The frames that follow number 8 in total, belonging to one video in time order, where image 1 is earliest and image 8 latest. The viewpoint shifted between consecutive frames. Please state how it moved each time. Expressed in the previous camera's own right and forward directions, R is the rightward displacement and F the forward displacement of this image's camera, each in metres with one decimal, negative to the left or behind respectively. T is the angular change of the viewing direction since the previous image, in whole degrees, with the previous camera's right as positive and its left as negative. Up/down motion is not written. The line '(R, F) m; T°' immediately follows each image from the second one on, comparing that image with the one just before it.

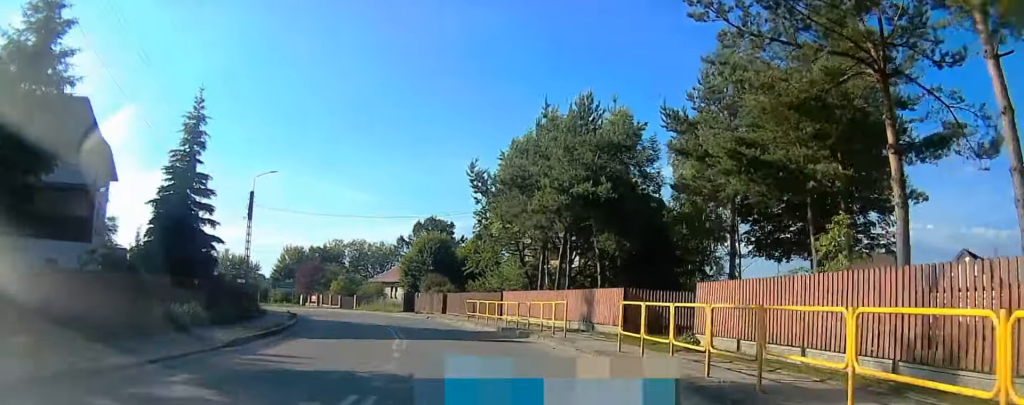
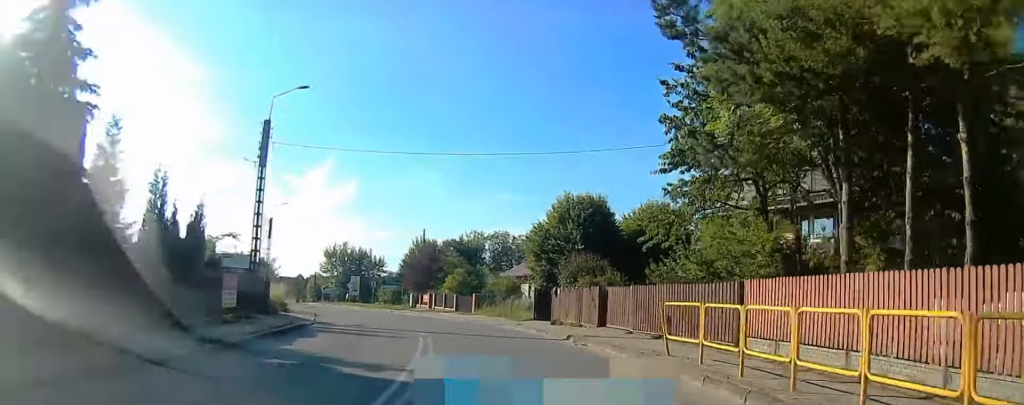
(-1.8, +19.7) m; -10°
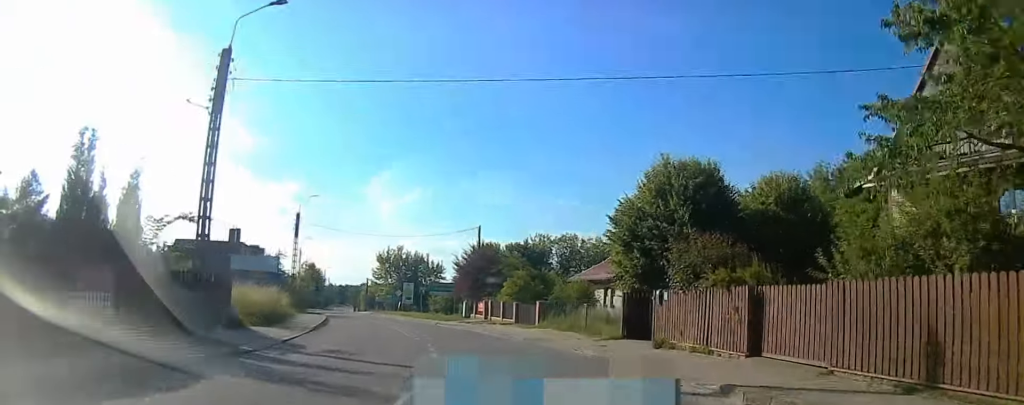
(-0.1, +9.7) m; -7°
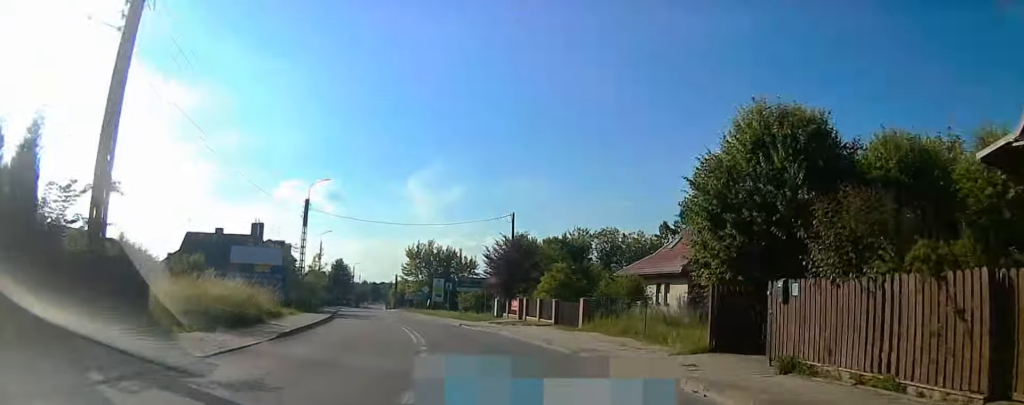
(-0.6, +6.5) m; -6°
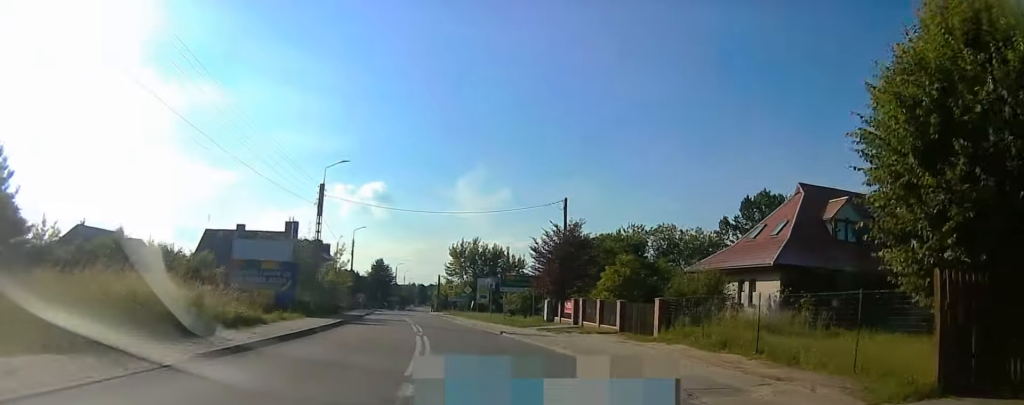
(-0.4, +7.3) m; -5°
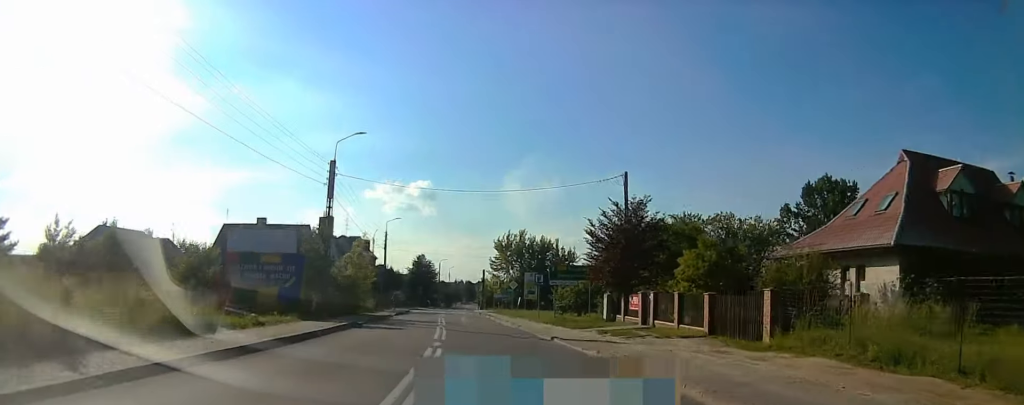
(-0.1, +6.9) m; -4°
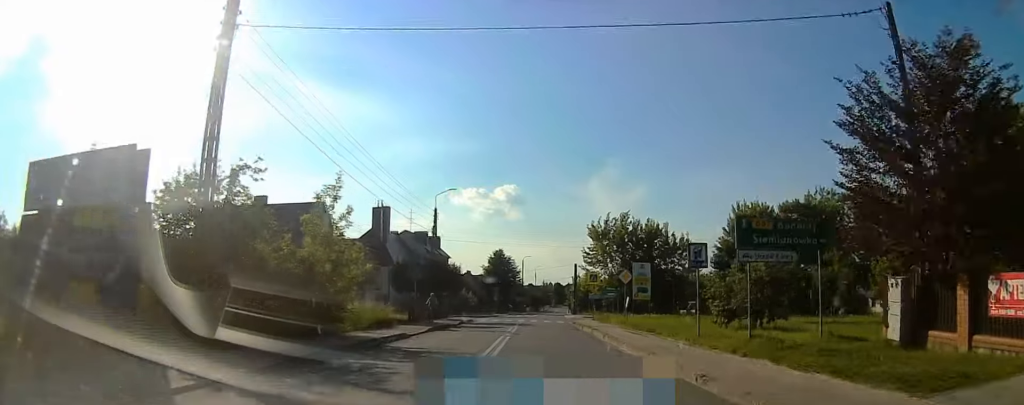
(-1.8, +20.4) m; -6°
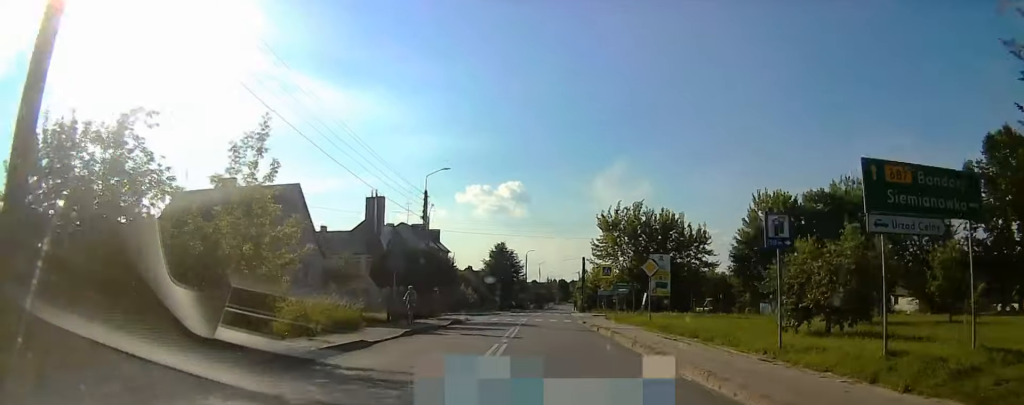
(0.0, +6.2) m; 0°
